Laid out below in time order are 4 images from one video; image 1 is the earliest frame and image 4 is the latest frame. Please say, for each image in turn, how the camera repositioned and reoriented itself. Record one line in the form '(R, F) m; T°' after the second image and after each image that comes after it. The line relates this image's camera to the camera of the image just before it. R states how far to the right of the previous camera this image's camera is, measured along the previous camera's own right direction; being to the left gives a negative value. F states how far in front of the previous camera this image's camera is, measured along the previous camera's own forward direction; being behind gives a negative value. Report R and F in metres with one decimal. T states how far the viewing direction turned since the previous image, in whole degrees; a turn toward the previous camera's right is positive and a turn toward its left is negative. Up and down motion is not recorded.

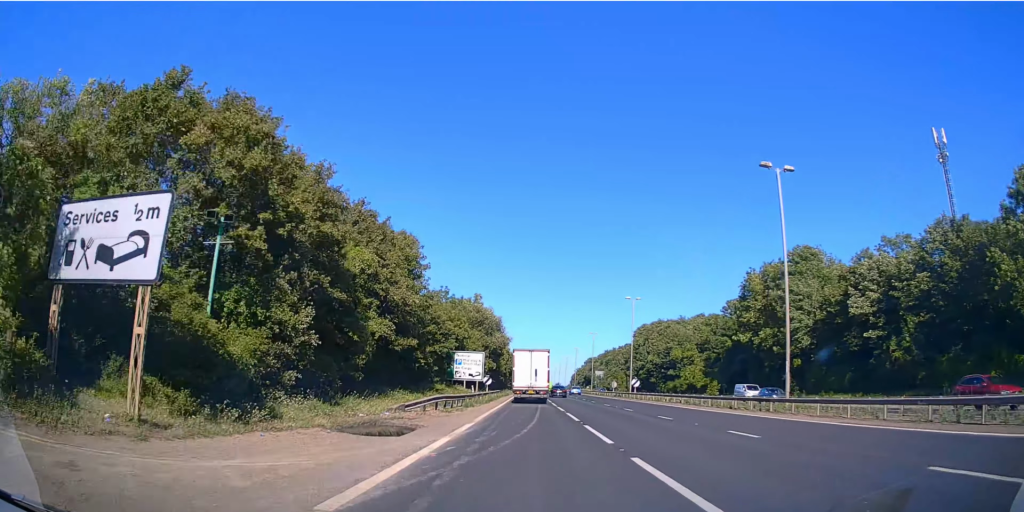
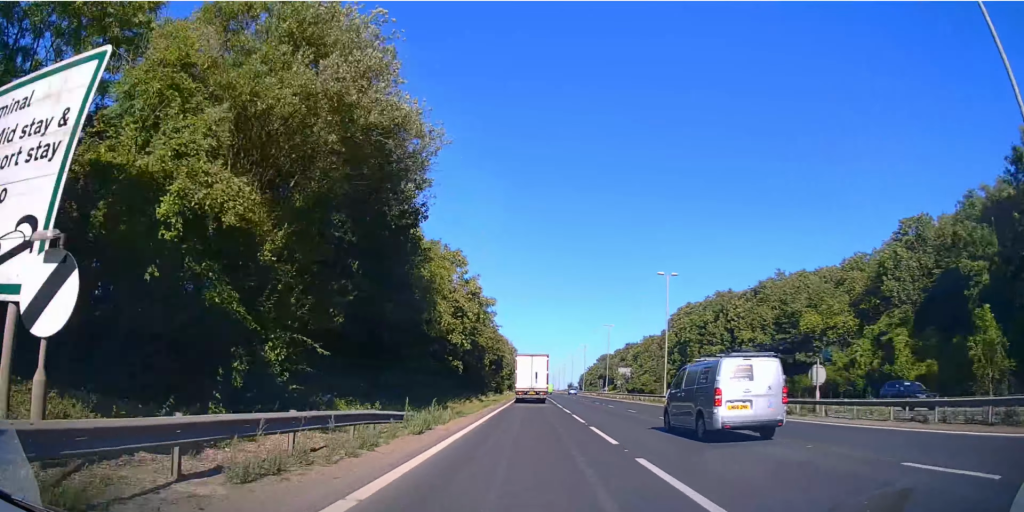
(+0.2, +63.0) m; 0°
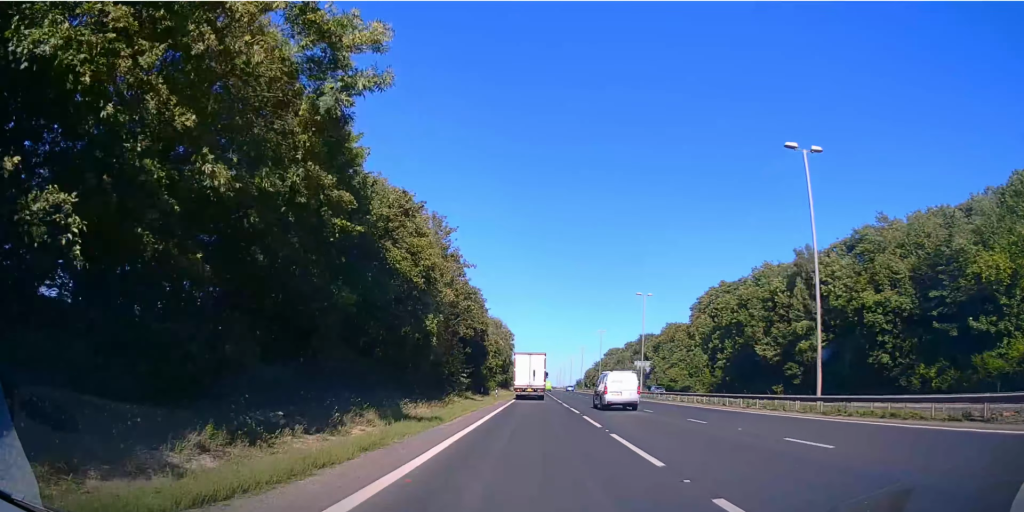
(+0.4, +30.5) m; 0°
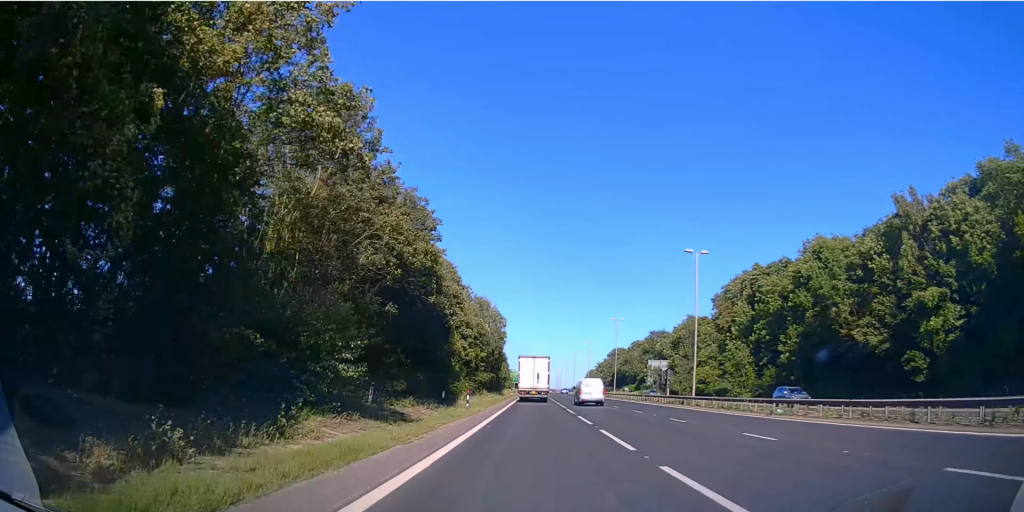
(-0.4, +24.0) m; -1°
